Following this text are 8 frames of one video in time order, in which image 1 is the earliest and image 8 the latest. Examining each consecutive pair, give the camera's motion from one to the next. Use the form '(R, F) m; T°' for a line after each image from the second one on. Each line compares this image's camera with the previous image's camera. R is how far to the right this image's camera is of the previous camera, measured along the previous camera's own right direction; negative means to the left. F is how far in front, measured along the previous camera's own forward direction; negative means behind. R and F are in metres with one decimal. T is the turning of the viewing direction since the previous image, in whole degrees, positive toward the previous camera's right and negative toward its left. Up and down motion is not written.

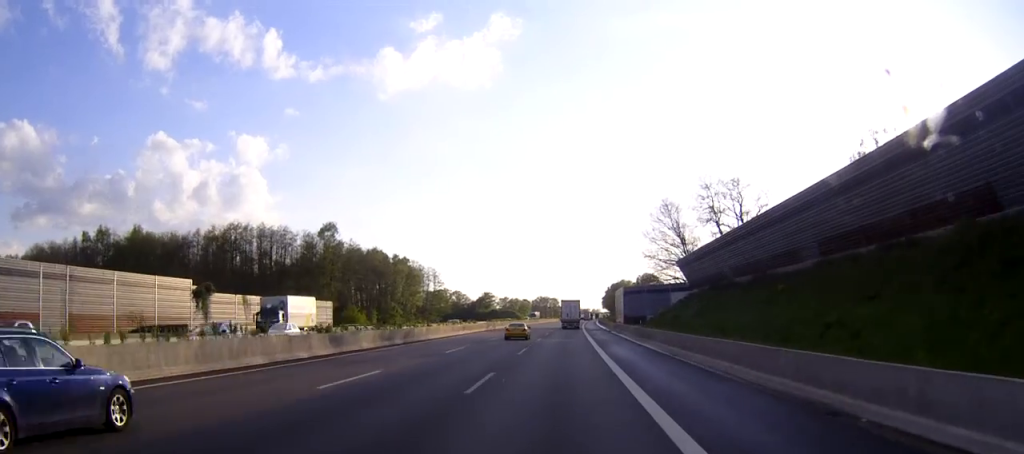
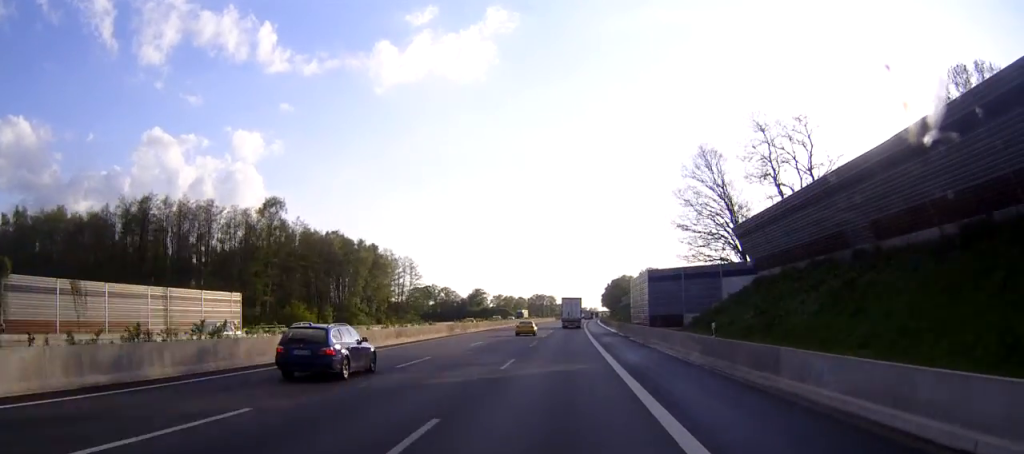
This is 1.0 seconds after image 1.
(+0.1, +28.0) m; 0°
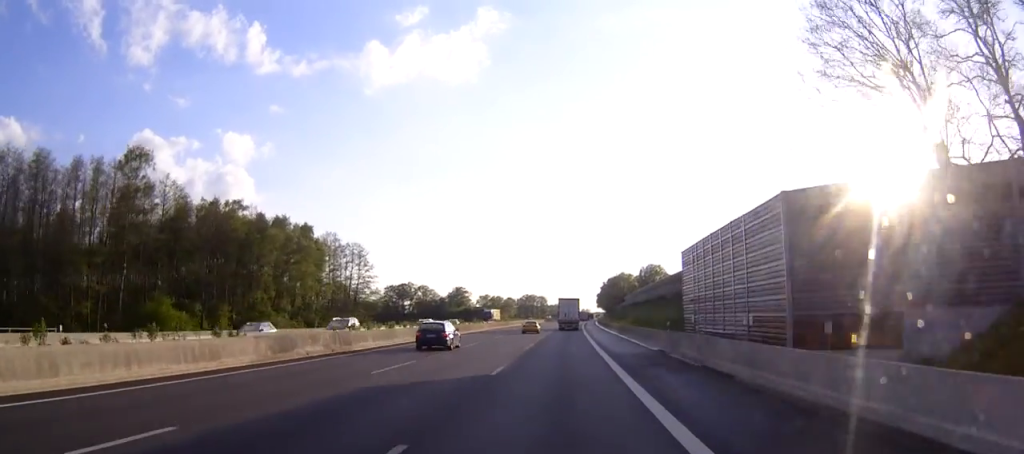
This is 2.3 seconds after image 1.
(+0.2, +38.5) m; +1°
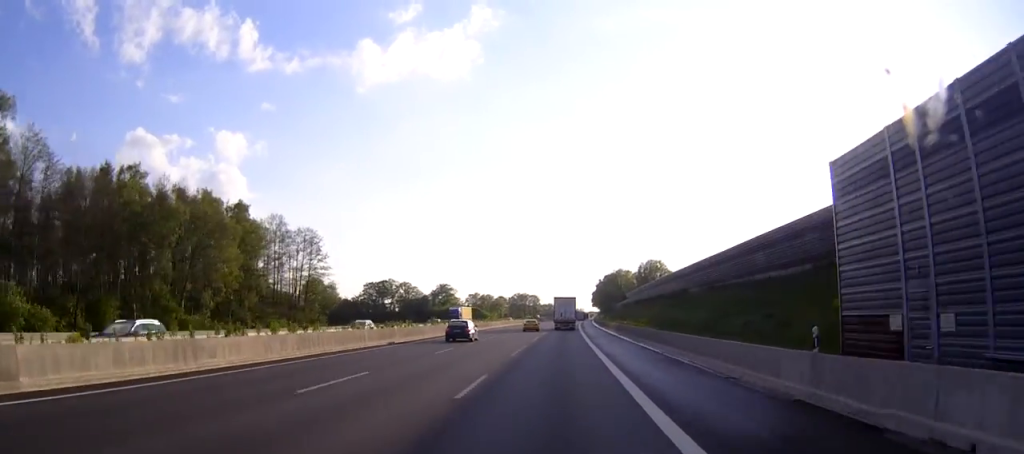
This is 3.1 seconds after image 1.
(+0.1, +24.1) m; 0°
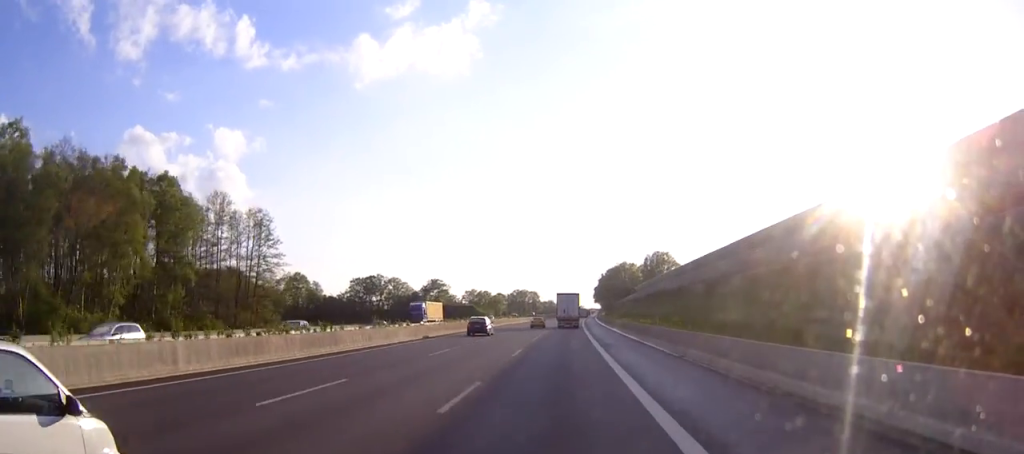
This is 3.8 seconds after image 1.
(0.0, +20.2) m; 0°
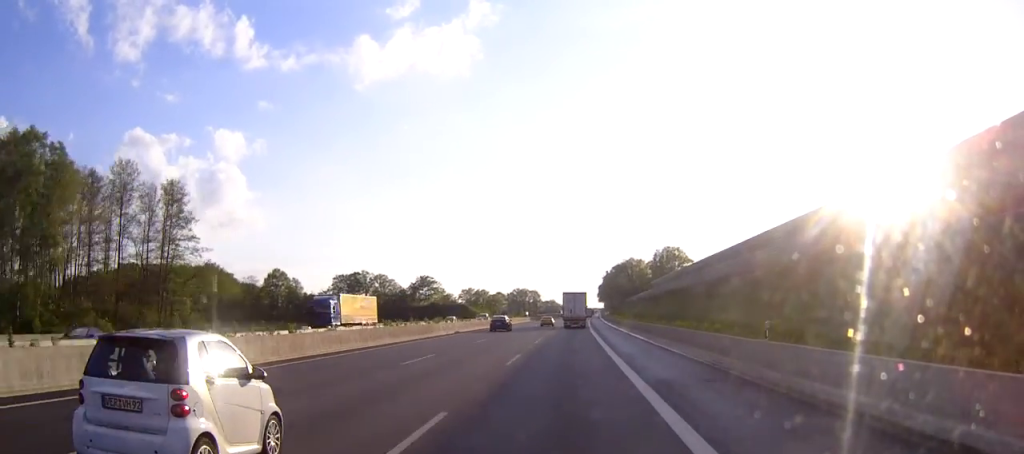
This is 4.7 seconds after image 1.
(-0.1, +24.1) m; 0°
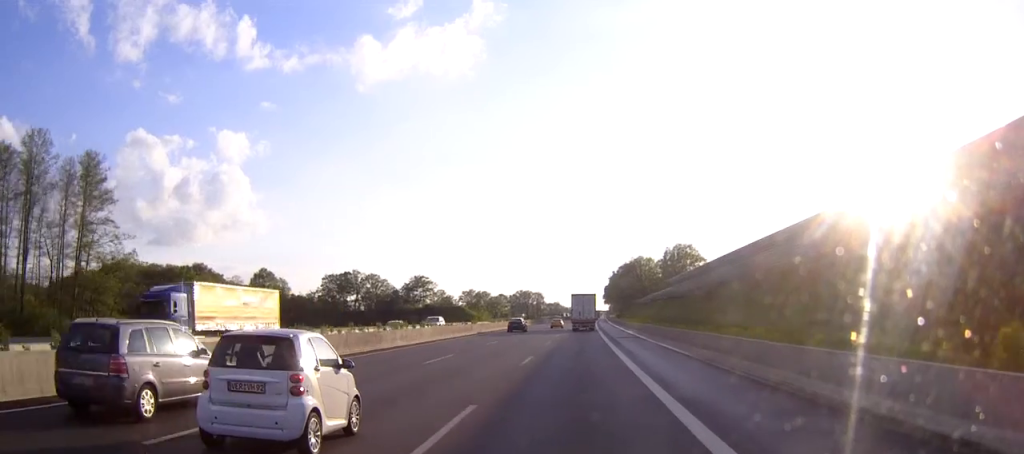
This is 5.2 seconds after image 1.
(0.0, +16.4) m; 0°
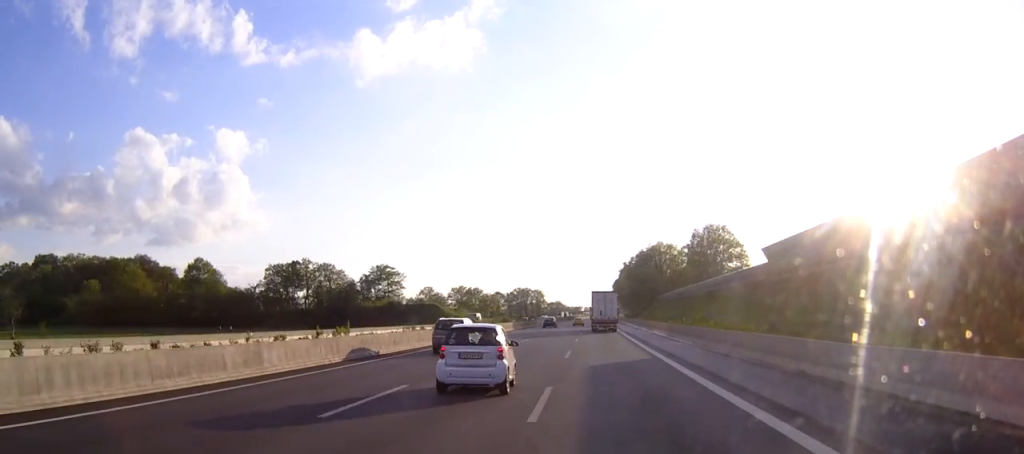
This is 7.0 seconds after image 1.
(-0.1, +50.1) m; 0°
